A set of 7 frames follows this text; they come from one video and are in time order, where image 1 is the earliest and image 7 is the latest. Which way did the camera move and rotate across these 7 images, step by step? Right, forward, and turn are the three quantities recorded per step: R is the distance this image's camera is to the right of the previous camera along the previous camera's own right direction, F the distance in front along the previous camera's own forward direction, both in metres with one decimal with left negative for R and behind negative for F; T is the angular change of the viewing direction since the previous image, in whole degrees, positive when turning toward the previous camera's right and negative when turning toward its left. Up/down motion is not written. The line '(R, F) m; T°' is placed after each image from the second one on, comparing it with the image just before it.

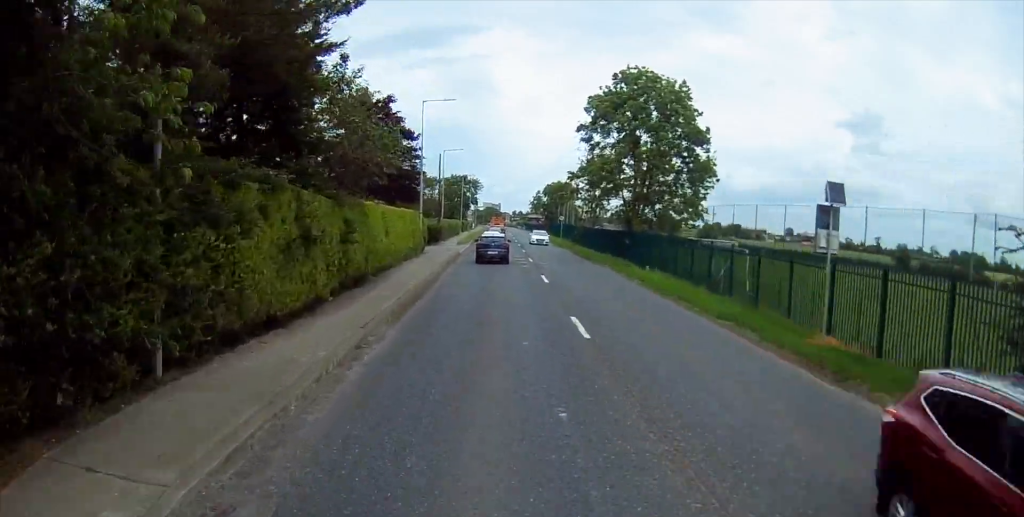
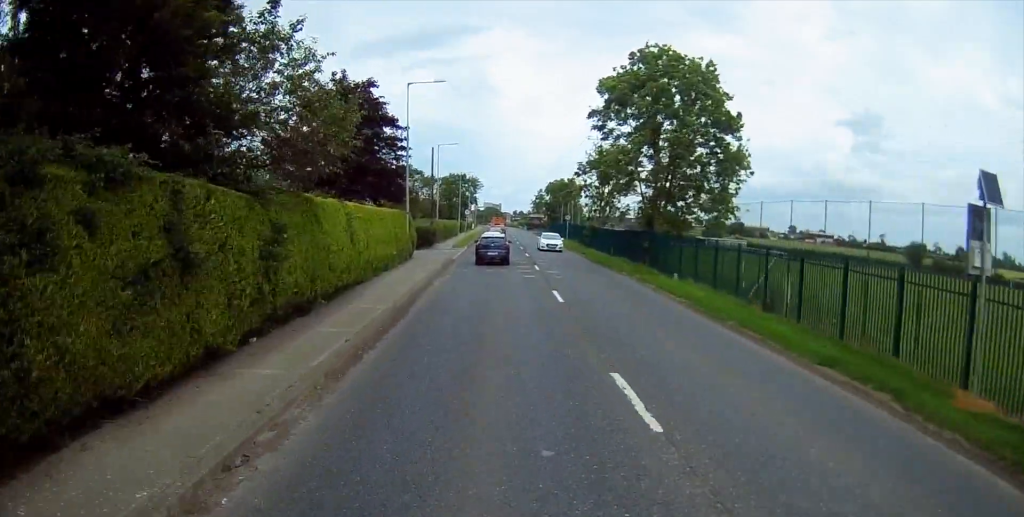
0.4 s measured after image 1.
(0.0, +6.2) m; 0°
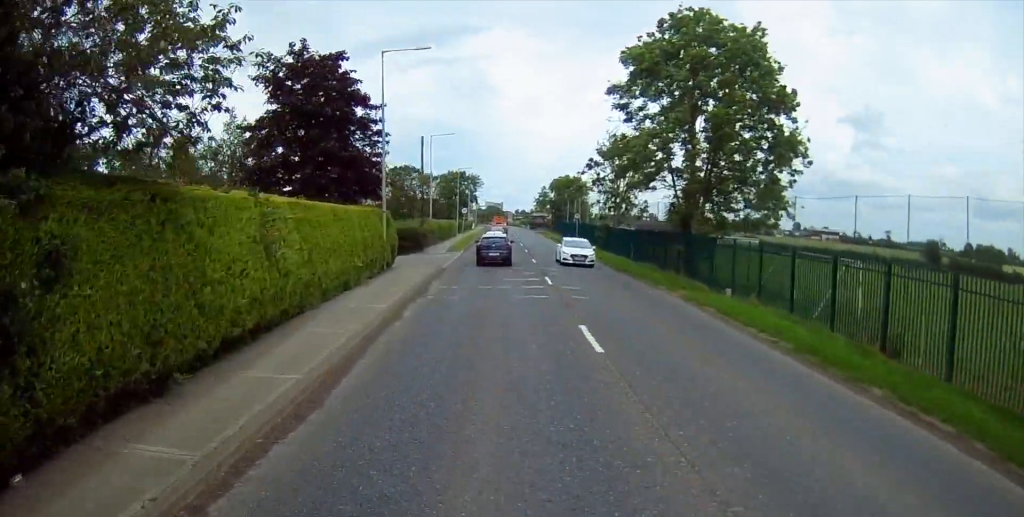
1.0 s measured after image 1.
(0.0, +7.6) m; 0°
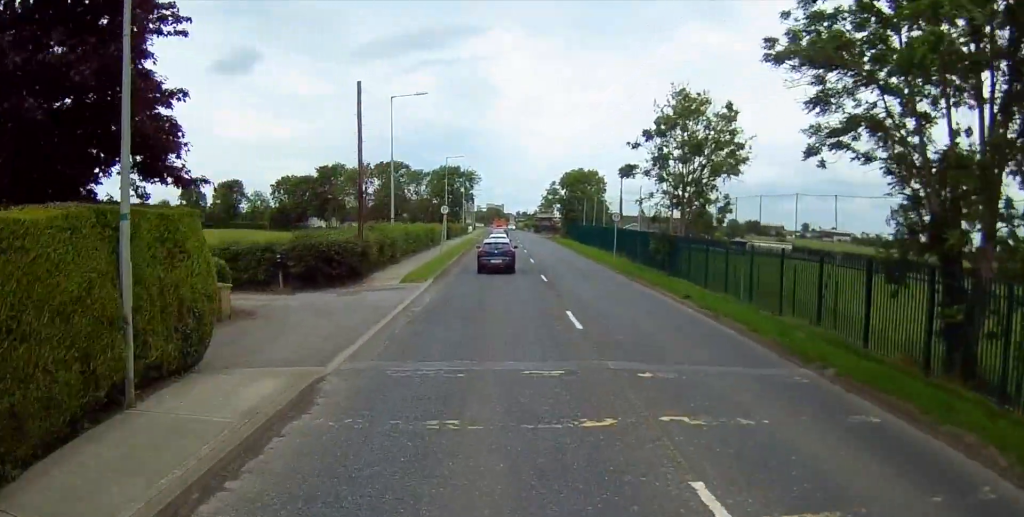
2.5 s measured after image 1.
(-0.3, +21.3) m; -1°
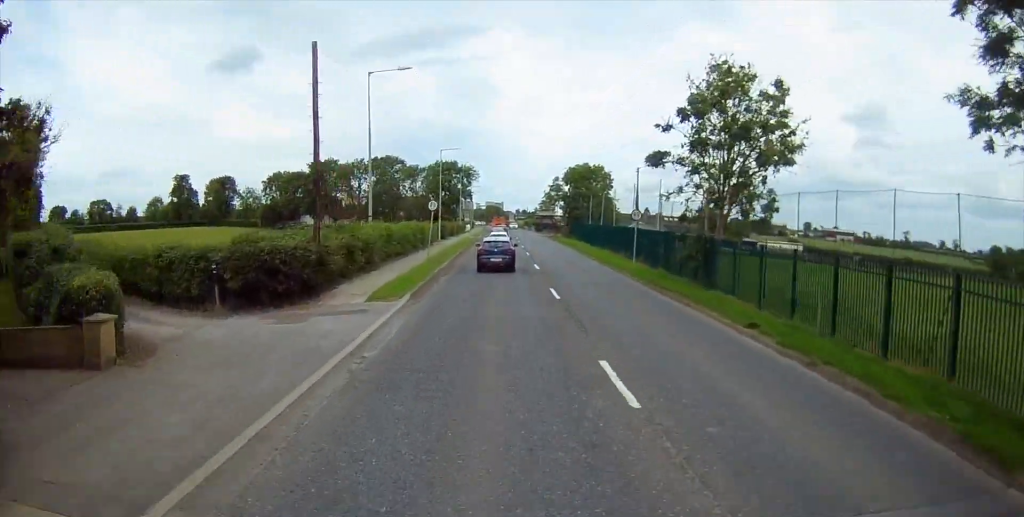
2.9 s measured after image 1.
(-0.1, +6.6) m; 0°
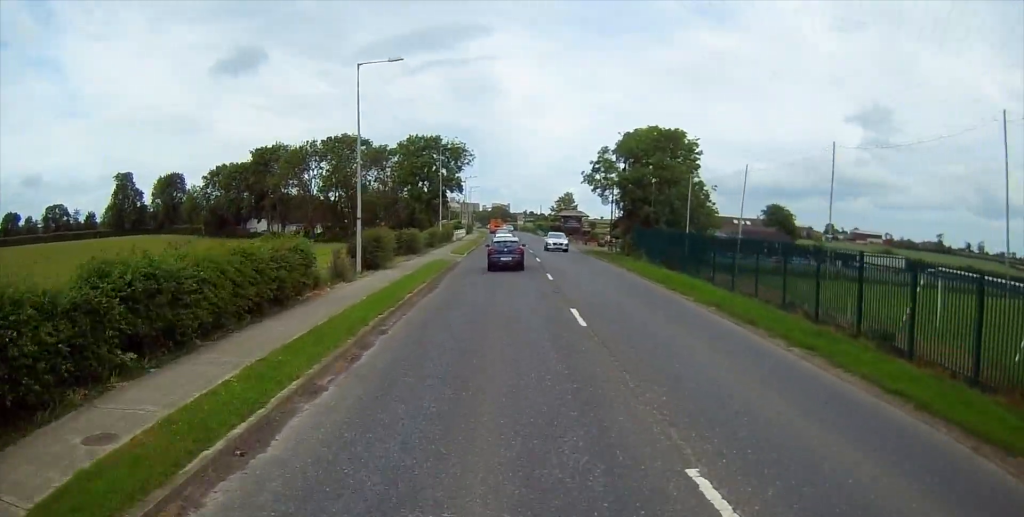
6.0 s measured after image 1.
(+0.2, +41.7) m; 0°
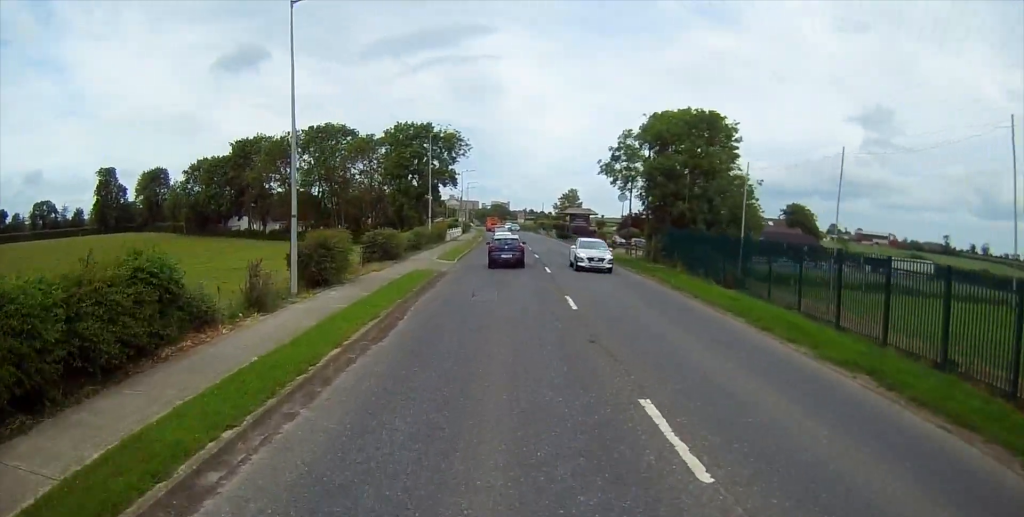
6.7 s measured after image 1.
(-0.2, +9.4) m; -1°
